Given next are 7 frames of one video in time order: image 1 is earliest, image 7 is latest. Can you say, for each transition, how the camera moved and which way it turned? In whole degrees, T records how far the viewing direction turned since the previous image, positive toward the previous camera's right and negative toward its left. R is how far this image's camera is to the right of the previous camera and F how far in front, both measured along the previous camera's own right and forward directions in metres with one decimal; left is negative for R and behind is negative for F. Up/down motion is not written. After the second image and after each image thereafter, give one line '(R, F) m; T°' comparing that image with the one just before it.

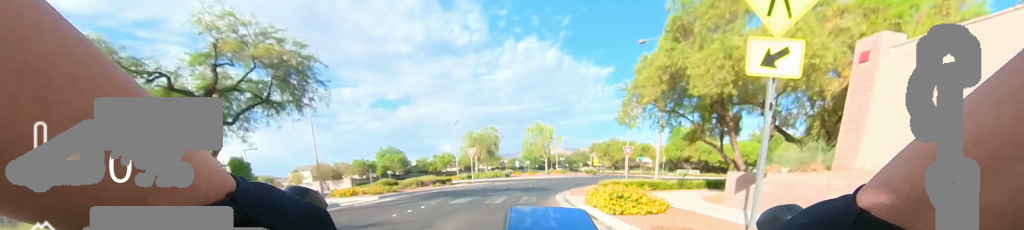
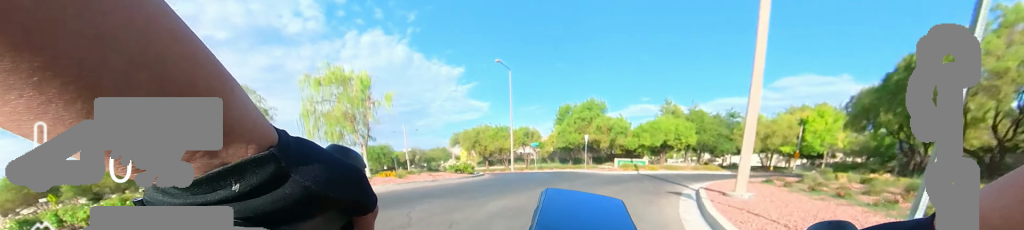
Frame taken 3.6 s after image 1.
(+7.9, +23.8) m; +17°
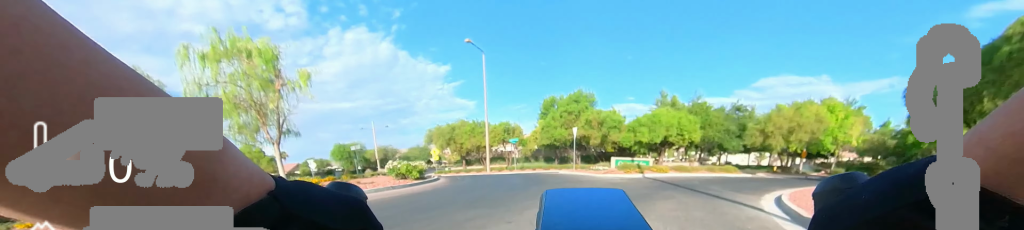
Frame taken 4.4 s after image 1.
(-0.8, +5.9) m; -13°
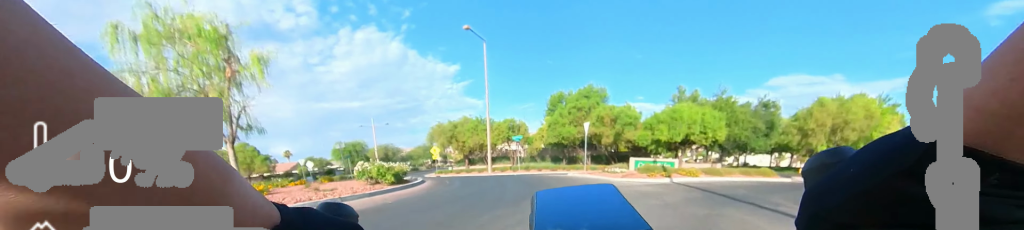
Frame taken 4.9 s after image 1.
(0.0, +3.2) m; -5°
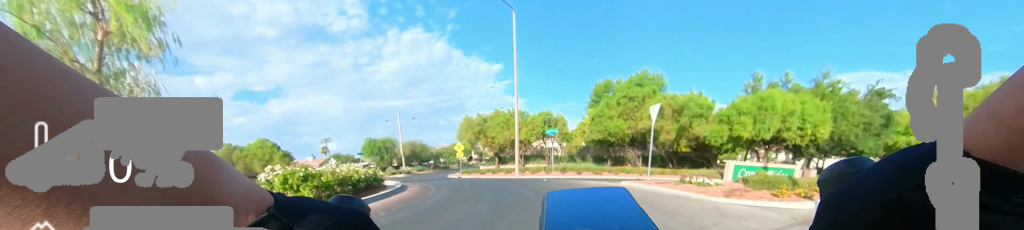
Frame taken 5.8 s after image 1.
(-0.8, +6.4) m; -8°
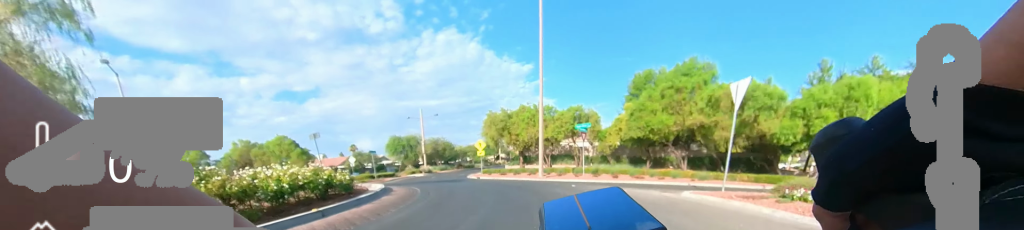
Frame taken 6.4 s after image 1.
(-0.1, +3.9) m; +1°
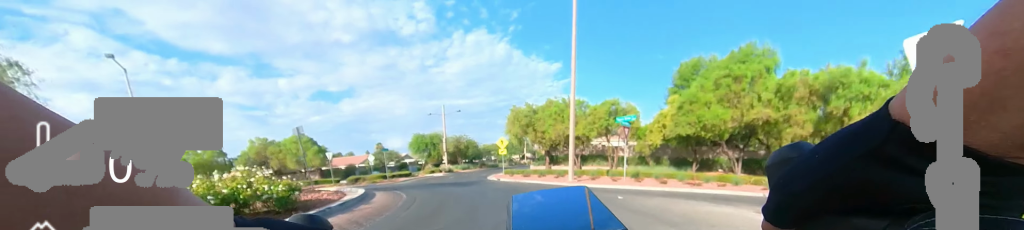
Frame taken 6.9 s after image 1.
(-0.2, +3.7) m; +4°
